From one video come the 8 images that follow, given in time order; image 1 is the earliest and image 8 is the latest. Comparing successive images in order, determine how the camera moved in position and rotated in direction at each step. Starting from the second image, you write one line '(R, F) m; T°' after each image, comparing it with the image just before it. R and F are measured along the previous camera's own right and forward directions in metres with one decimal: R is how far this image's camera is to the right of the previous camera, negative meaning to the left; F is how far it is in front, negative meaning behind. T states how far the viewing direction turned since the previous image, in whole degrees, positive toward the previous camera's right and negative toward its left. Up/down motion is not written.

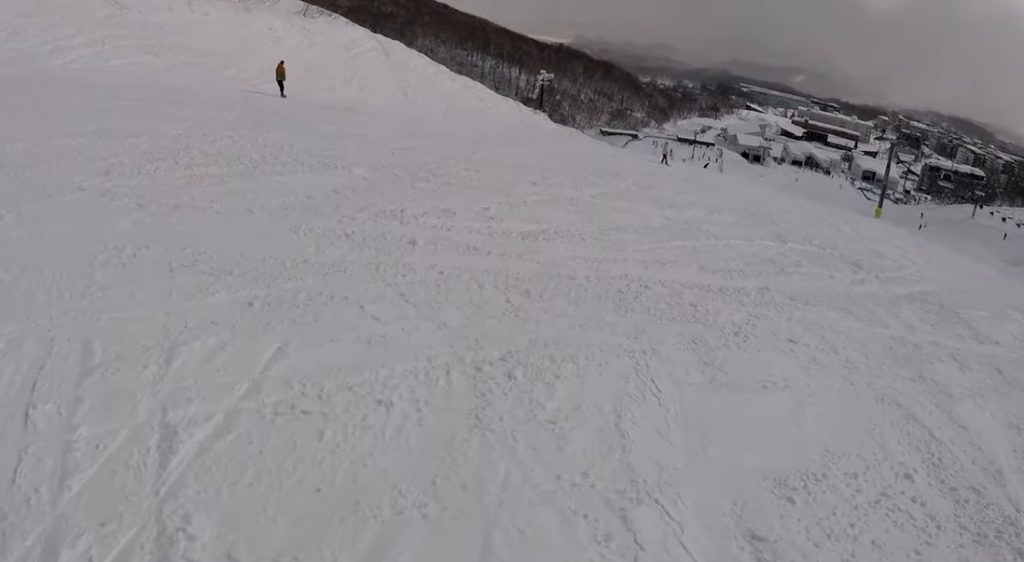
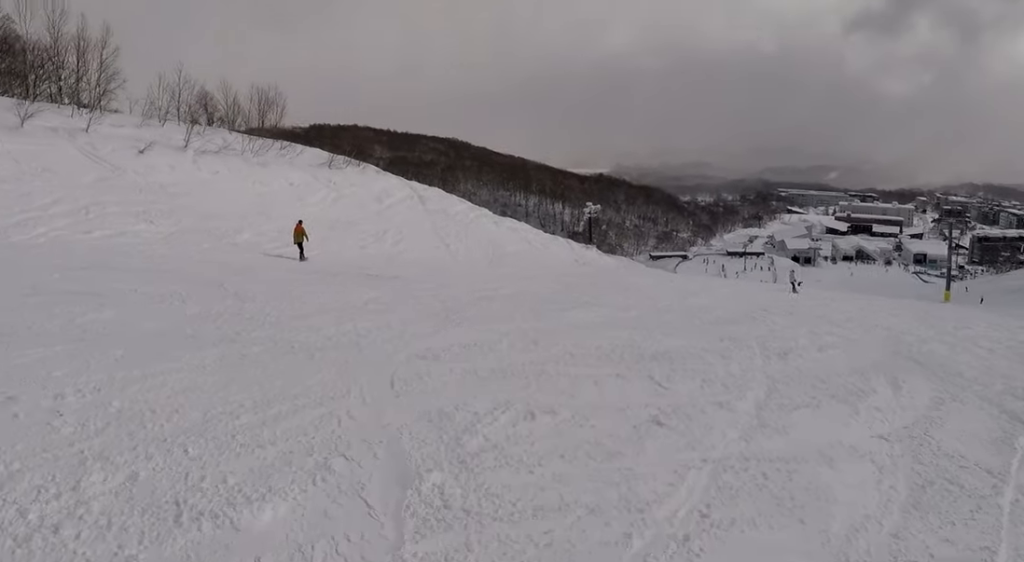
(-1.0, +6.0) m; -18°
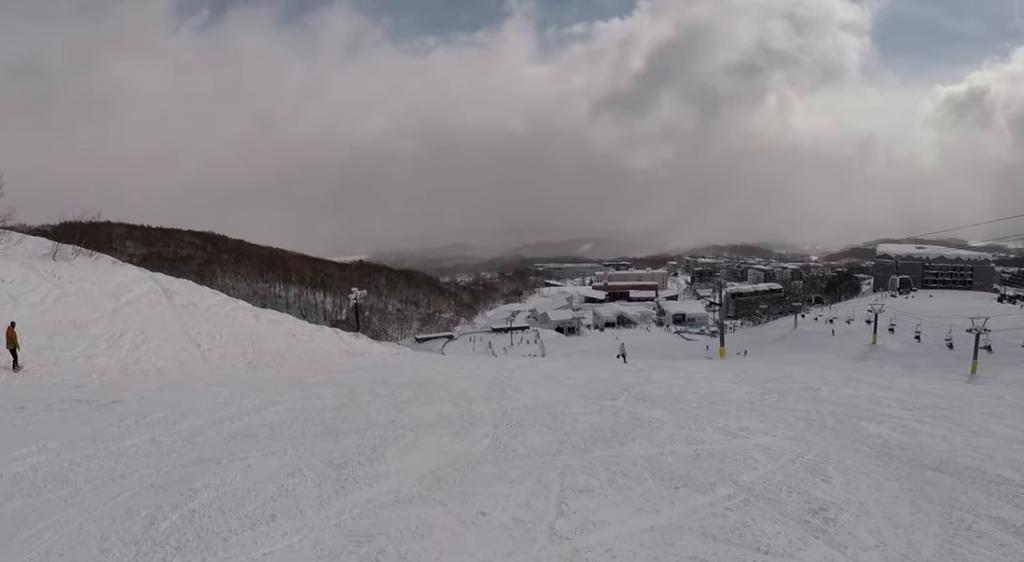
(-1.3, +6.8) m; +3°
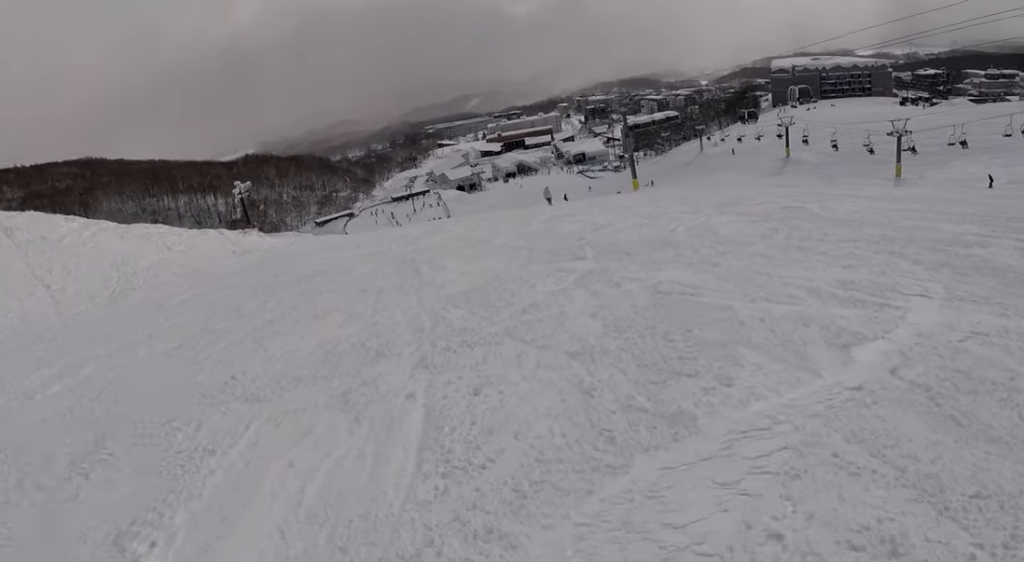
(+1.3, +6.0) m; +28°
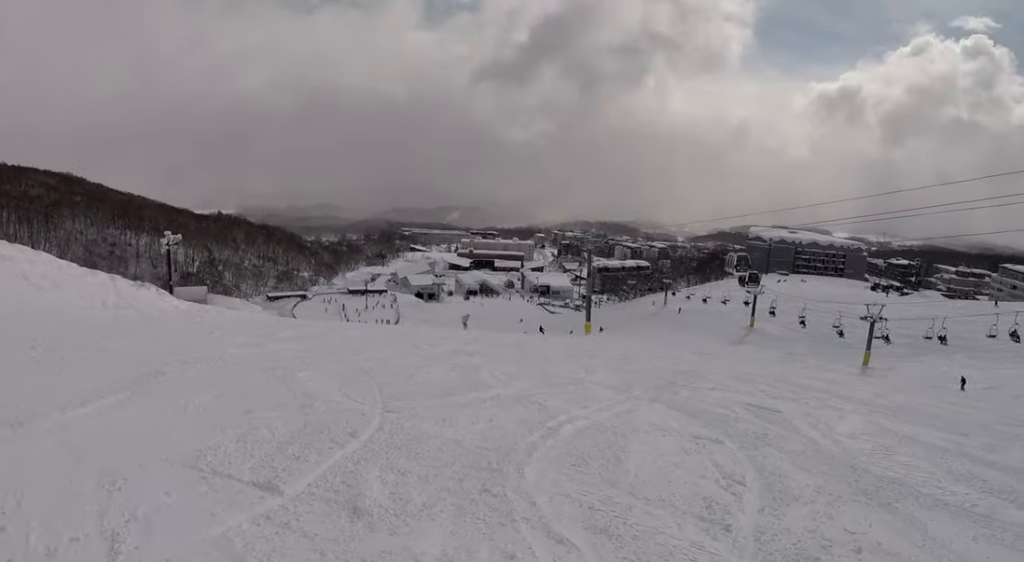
(+3.4, +8.0) m; +17°
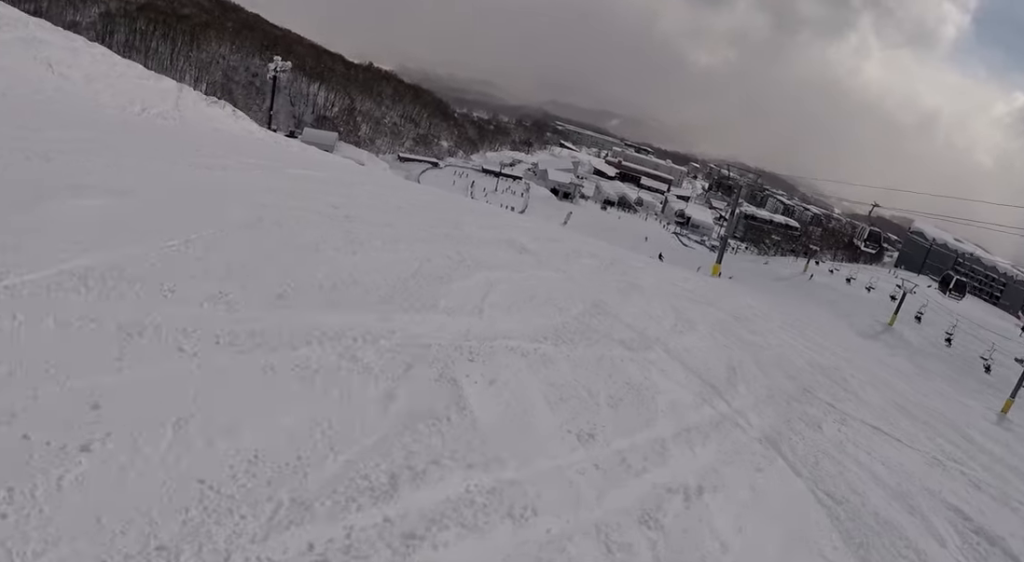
(-1.5, +8.4) m; -20°
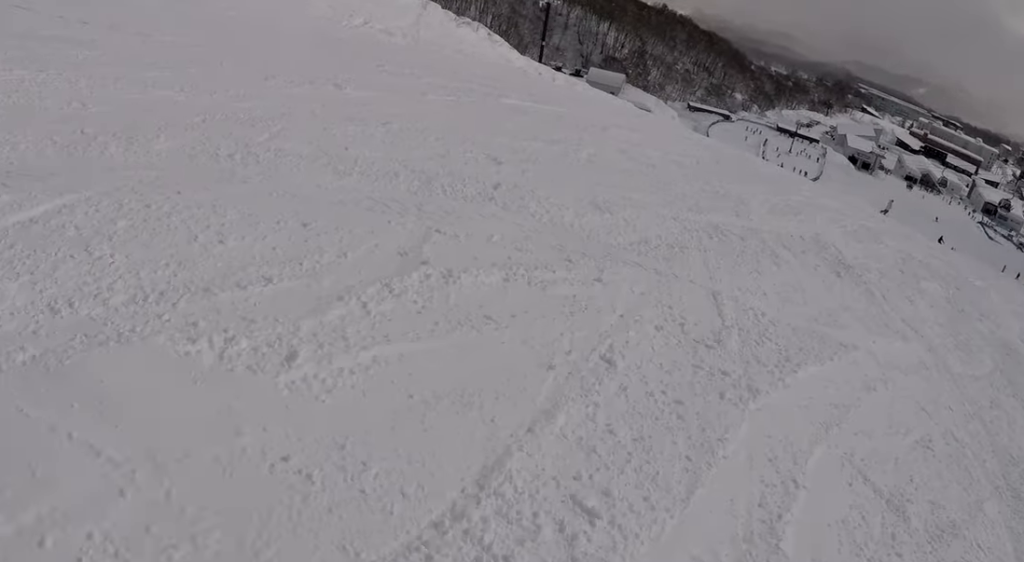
(-1.1, +7.0) m; -19°
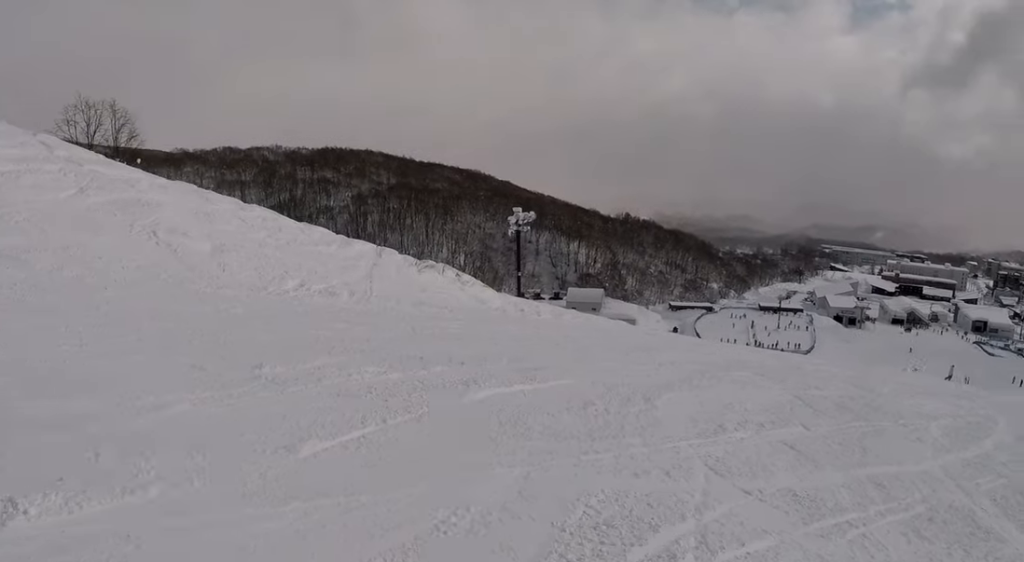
(-1.6, +7.7) m; -13°
